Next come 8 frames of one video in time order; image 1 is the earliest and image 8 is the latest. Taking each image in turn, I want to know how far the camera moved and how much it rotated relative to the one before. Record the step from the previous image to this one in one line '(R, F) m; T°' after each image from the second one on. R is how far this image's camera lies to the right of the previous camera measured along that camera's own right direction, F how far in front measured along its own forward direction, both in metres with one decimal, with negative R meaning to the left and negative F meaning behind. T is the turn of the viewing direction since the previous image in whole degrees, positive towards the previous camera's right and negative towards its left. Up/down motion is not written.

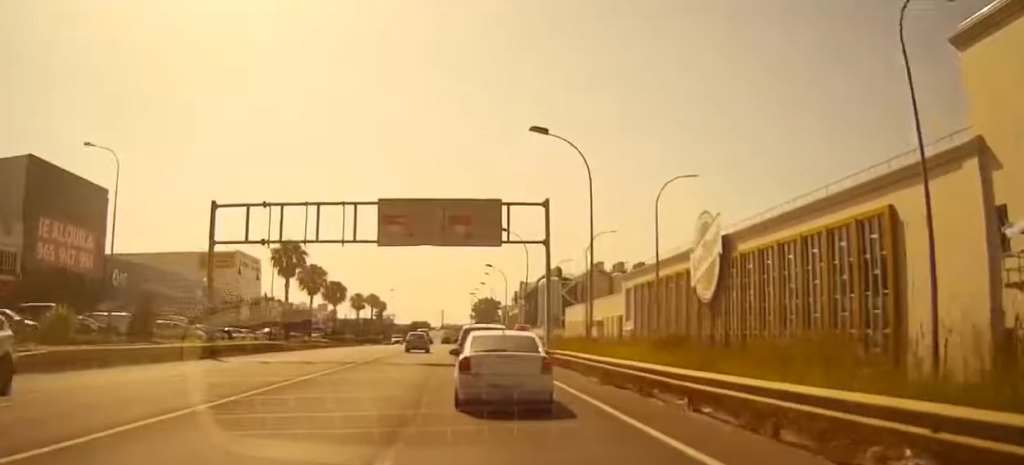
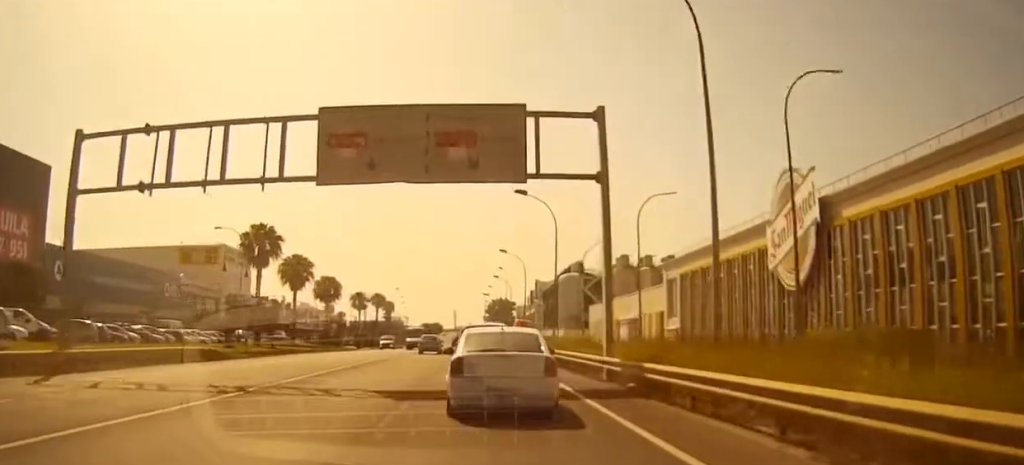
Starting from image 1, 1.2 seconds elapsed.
(-0.1, +16.4) m; -1°
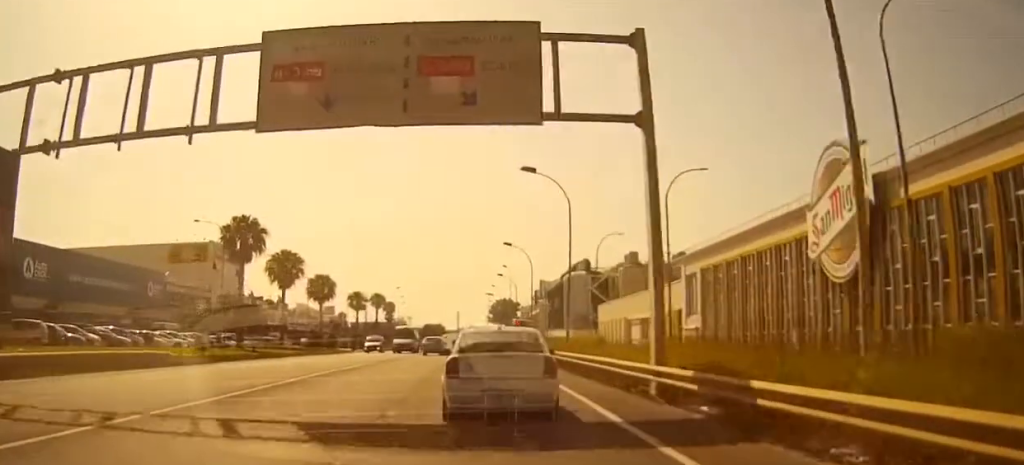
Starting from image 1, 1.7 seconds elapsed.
(0.0, +6.5) m; -1°
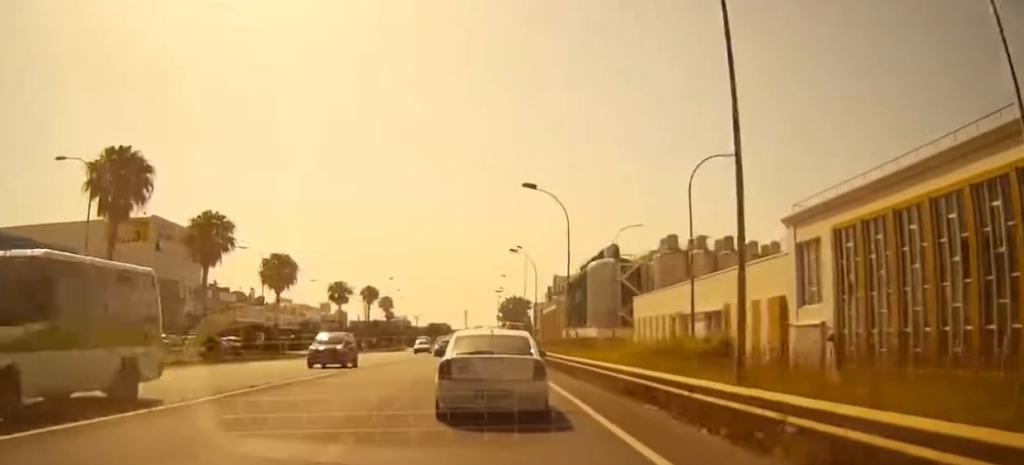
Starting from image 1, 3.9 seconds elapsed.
(-0.1, +27.2) m; 0°
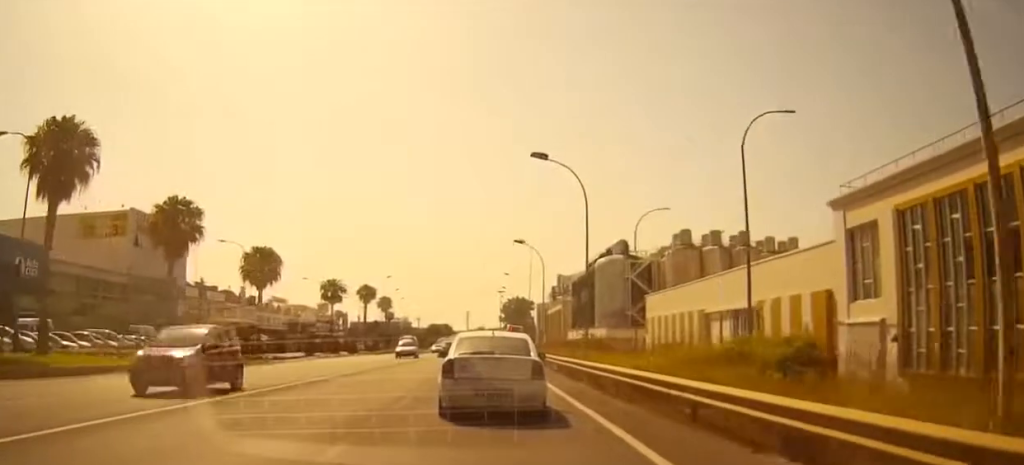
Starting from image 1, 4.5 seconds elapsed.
(0.0, +7.7) m; 0°
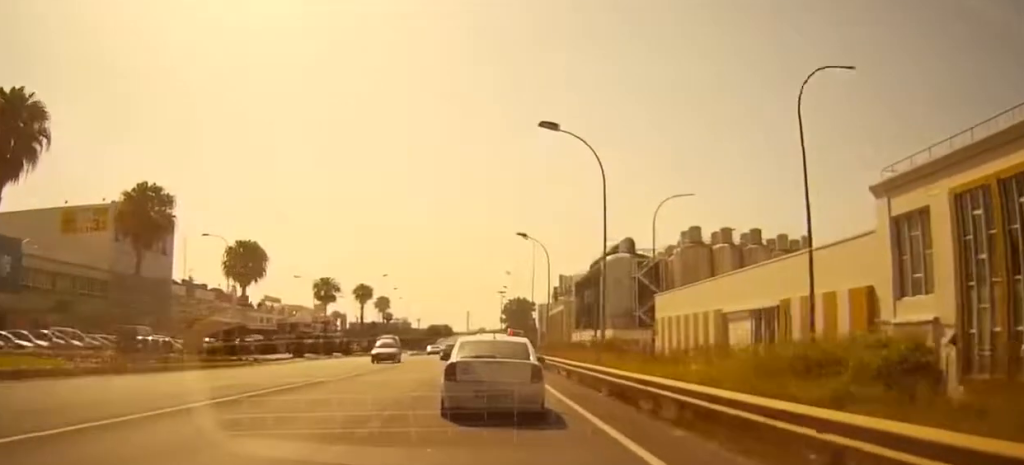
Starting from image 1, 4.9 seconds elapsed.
(0.0, +5.6) m; 0°
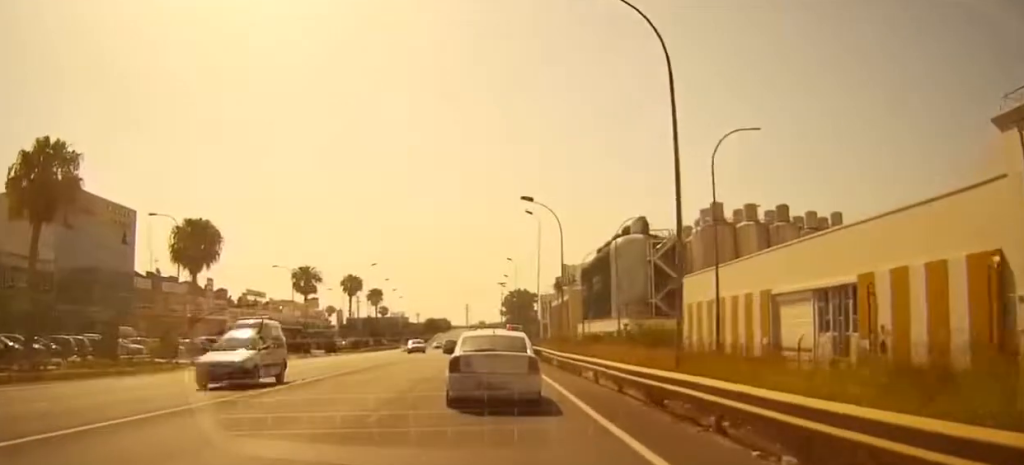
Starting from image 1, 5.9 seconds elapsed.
(0.0, +12.7) m; 0°
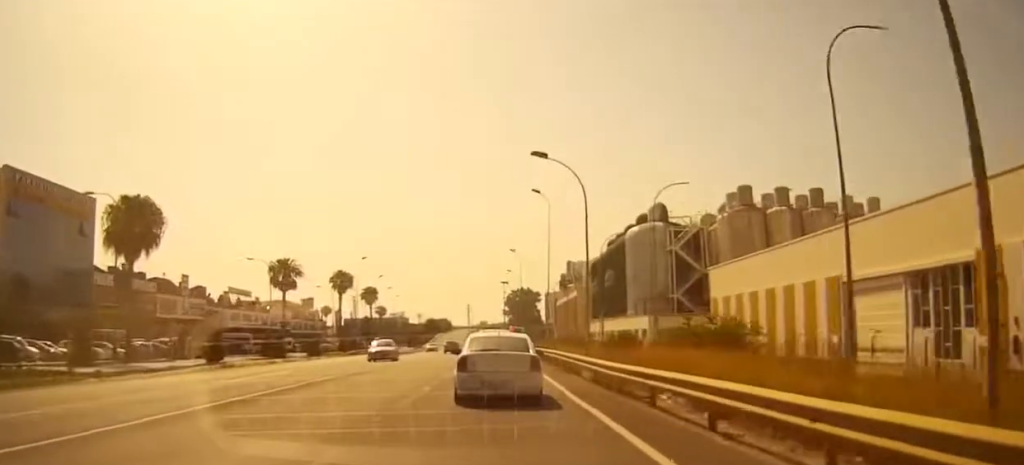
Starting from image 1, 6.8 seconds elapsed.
(+0.1, +12.1) m; -1°
